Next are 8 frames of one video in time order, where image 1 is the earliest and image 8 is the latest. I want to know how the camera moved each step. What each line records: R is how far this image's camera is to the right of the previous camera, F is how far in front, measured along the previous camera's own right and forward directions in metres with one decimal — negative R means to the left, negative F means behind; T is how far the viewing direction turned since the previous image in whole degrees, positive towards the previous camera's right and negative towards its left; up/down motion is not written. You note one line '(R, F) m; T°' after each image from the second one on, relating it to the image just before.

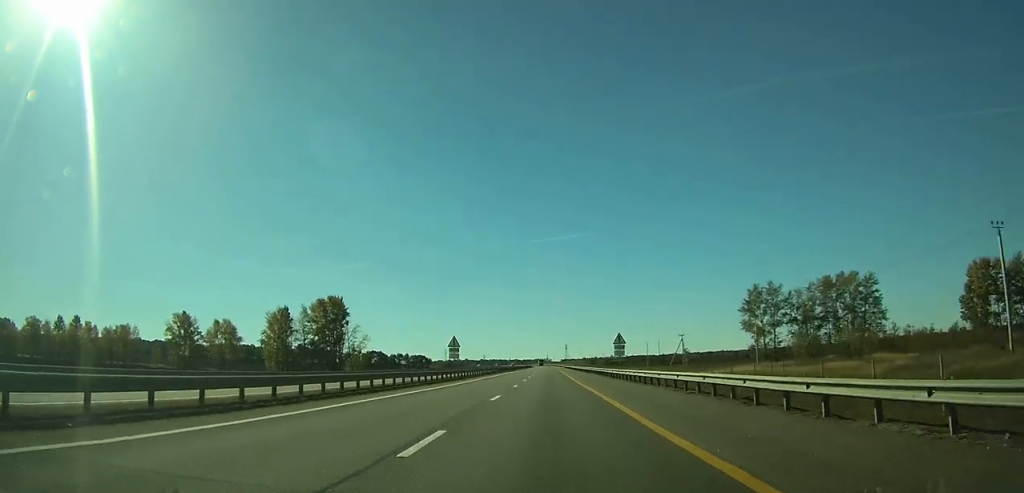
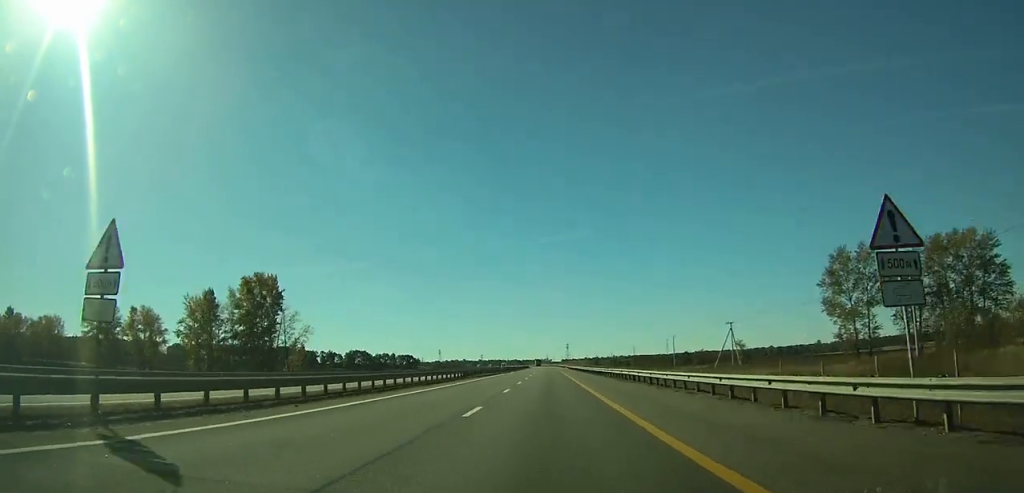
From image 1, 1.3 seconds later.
(+0.1, +41.1) m; 0°
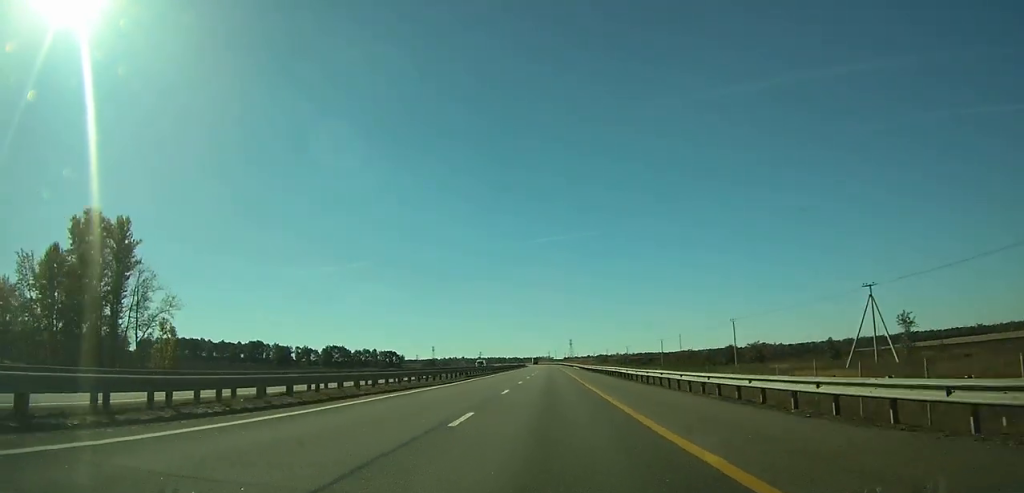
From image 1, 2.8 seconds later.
(0.0, +49.6) m; 0°
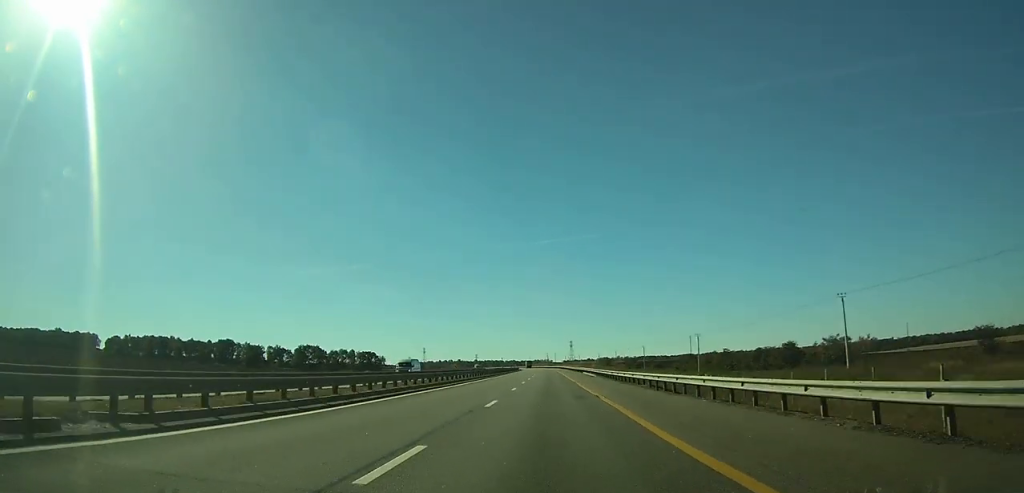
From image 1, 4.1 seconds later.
(0.0, +40.9) m; 0°
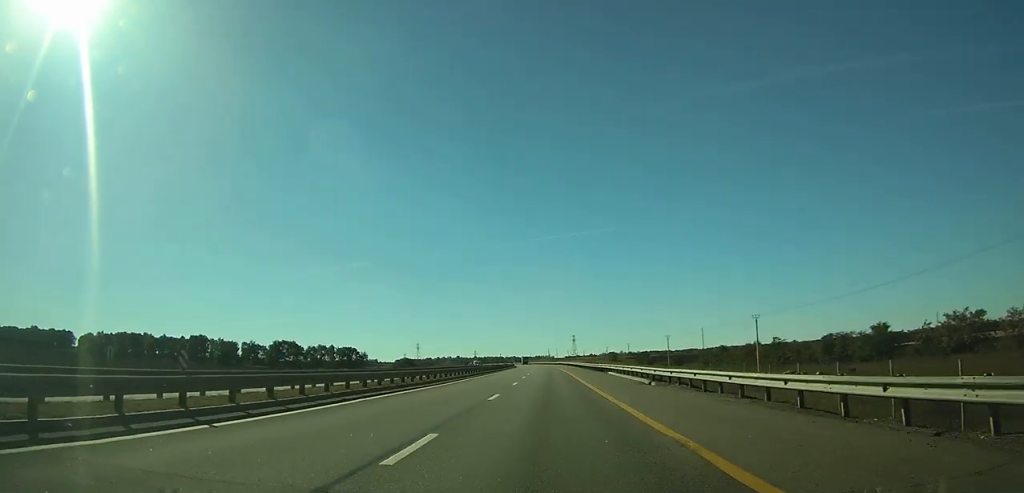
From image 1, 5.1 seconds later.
(0.0, +34.4) m; 0°
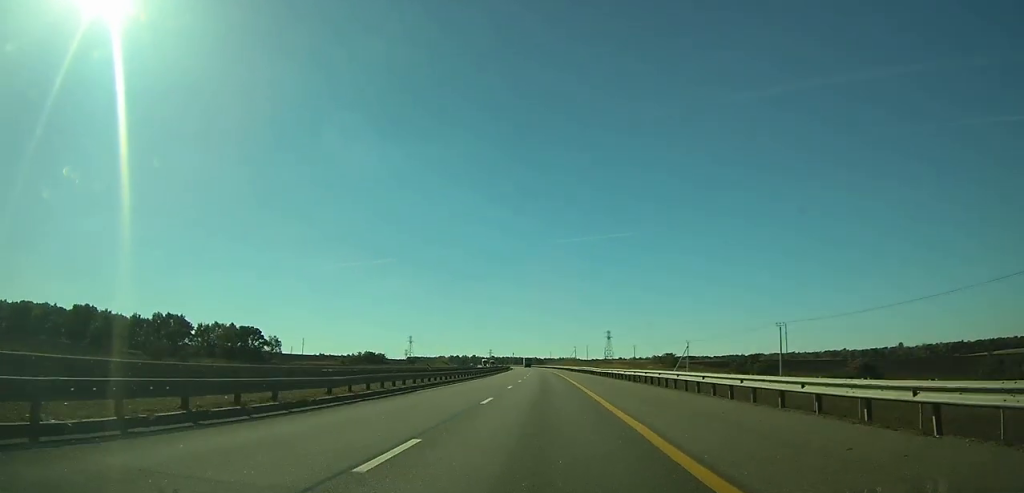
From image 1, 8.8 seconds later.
(-1.3, +118.4) m; -2°
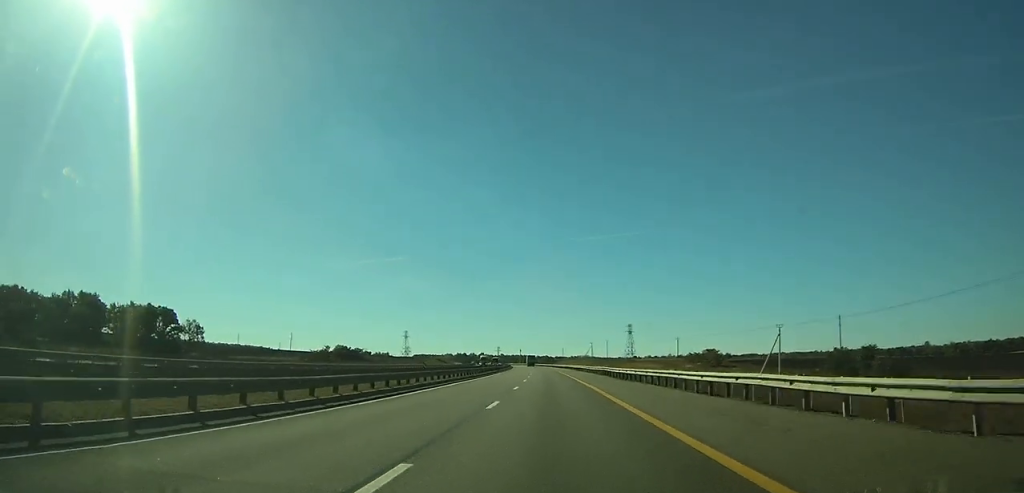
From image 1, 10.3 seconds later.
(-0.4, +49.7) m; -1°
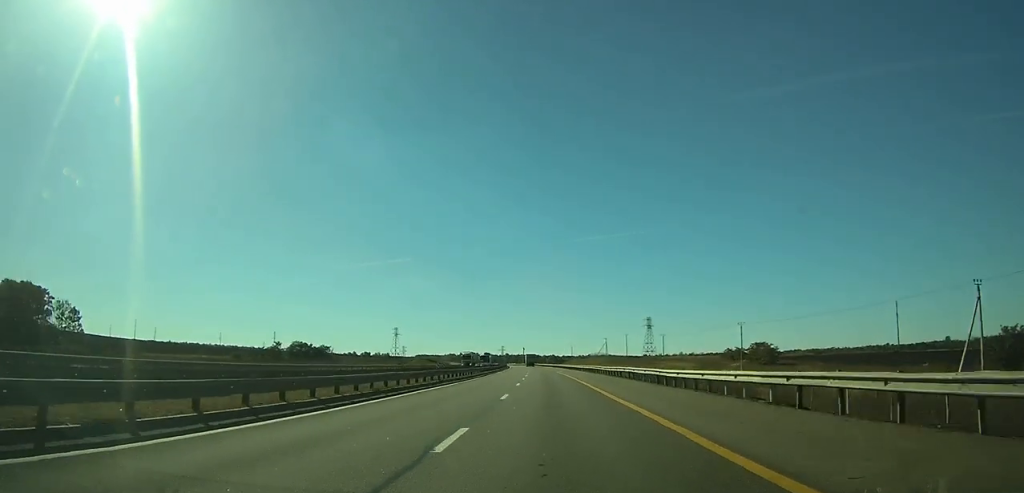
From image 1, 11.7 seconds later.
(-0.1, +43.2) m; -1°
